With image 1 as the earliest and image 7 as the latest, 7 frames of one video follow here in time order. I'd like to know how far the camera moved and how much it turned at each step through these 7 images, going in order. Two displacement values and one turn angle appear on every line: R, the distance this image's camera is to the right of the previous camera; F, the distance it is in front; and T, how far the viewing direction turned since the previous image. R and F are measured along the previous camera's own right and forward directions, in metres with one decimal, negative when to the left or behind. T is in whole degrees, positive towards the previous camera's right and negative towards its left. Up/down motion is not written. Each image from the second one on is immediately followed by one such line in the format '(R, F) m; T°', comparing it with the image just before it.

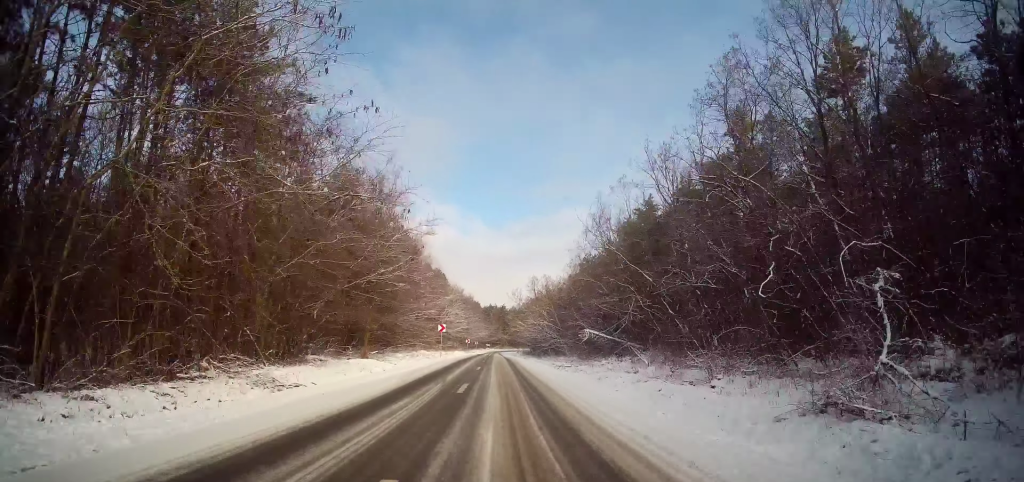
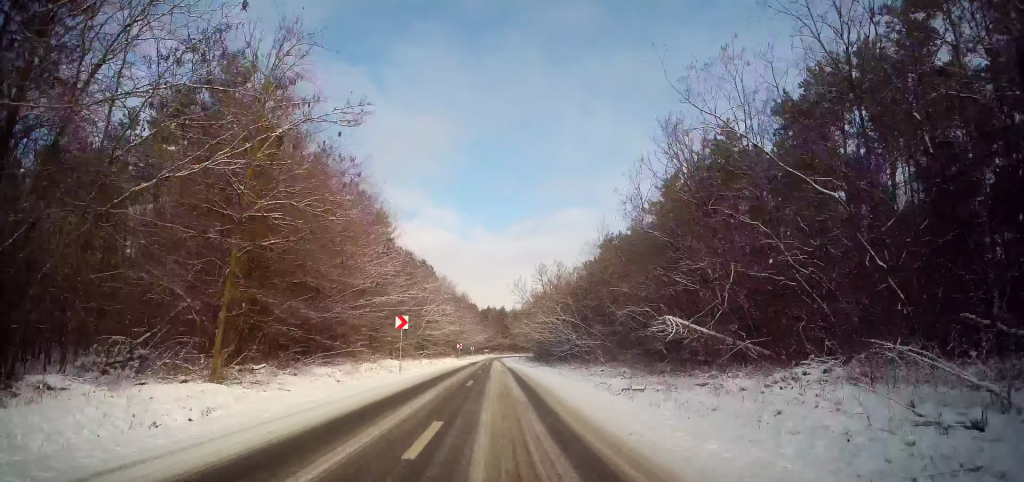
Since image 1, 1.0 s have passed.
(+0.4, +19.7) m; 0°
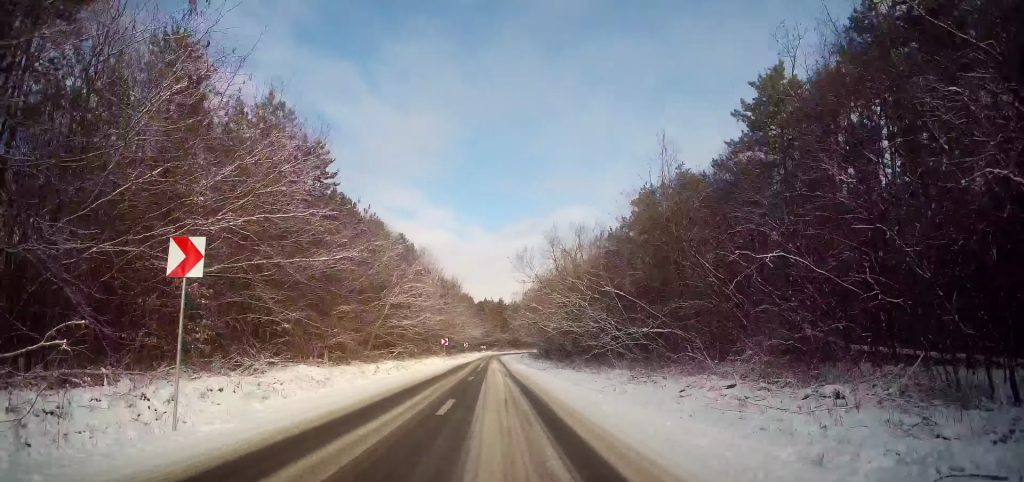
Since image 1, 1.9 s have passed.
(-0.3, +19.8) m; -1°
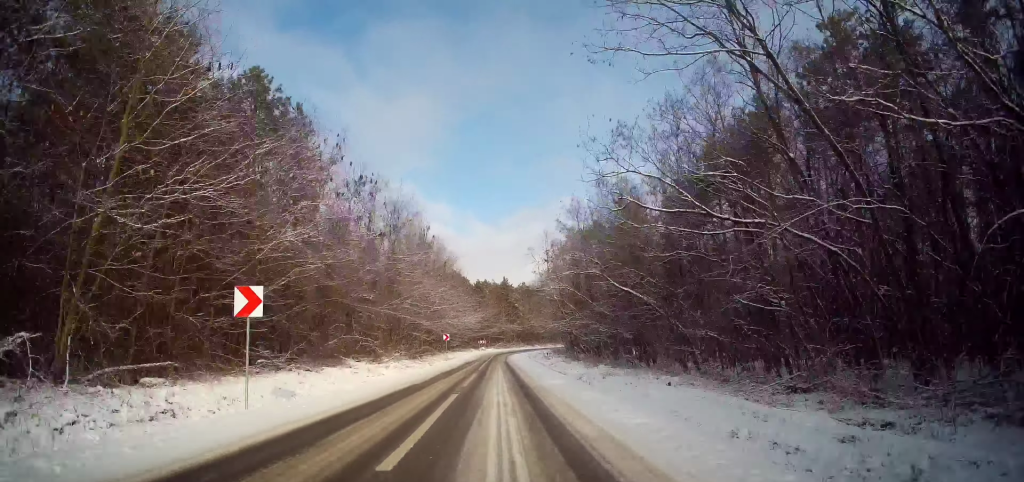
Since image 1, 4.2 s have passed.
(+0.3, +46.1) m; 0°
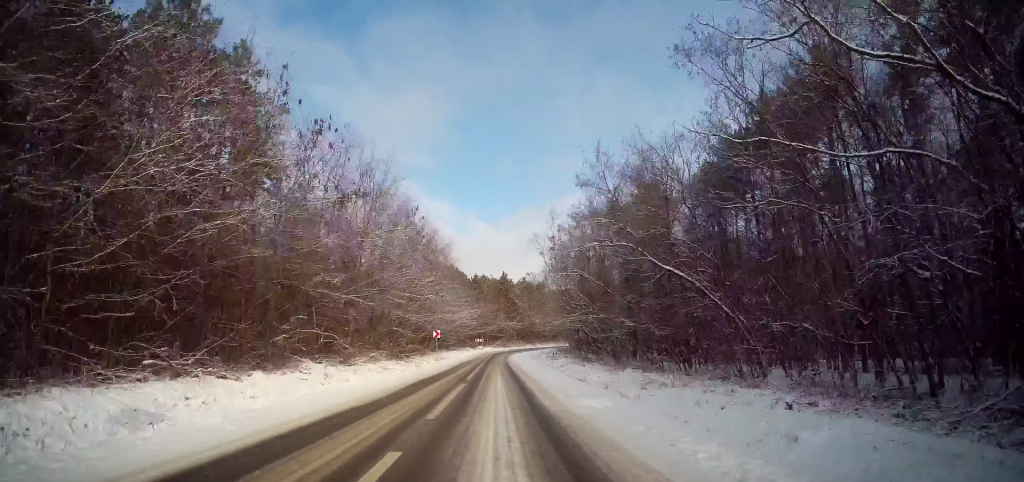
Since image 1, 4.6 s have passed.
(0.0, +8.0) m; 0°
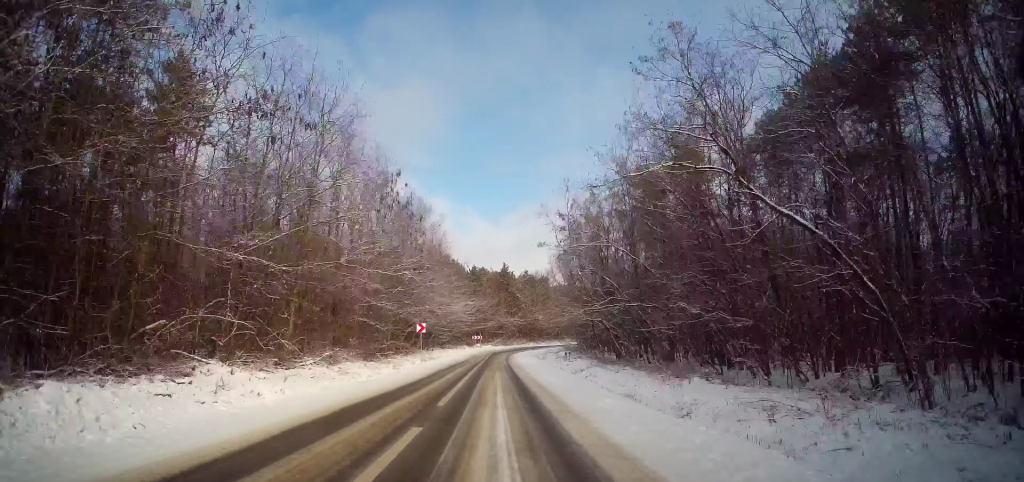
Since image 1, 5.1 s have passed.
(0.0, +10.0) m; 0°
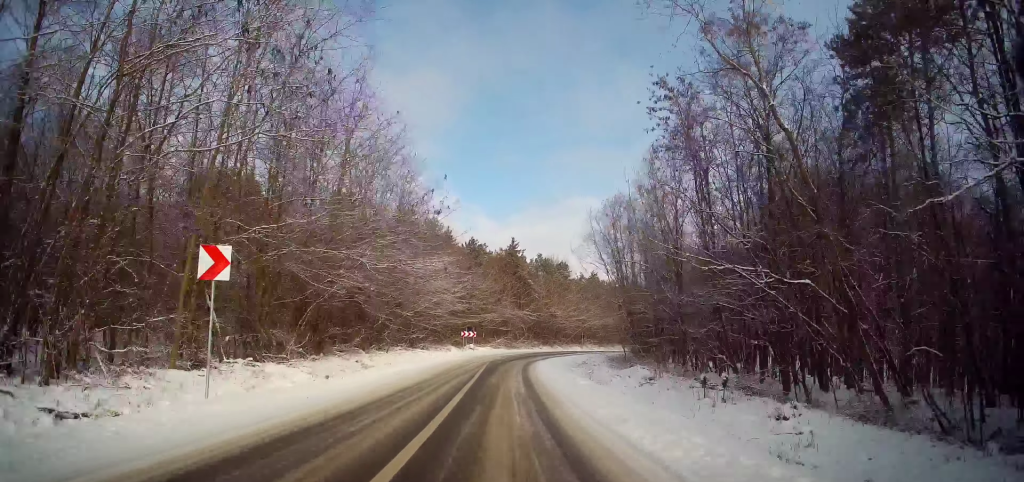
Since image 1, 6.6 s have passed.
(0.0, +29.2) m; 0°
